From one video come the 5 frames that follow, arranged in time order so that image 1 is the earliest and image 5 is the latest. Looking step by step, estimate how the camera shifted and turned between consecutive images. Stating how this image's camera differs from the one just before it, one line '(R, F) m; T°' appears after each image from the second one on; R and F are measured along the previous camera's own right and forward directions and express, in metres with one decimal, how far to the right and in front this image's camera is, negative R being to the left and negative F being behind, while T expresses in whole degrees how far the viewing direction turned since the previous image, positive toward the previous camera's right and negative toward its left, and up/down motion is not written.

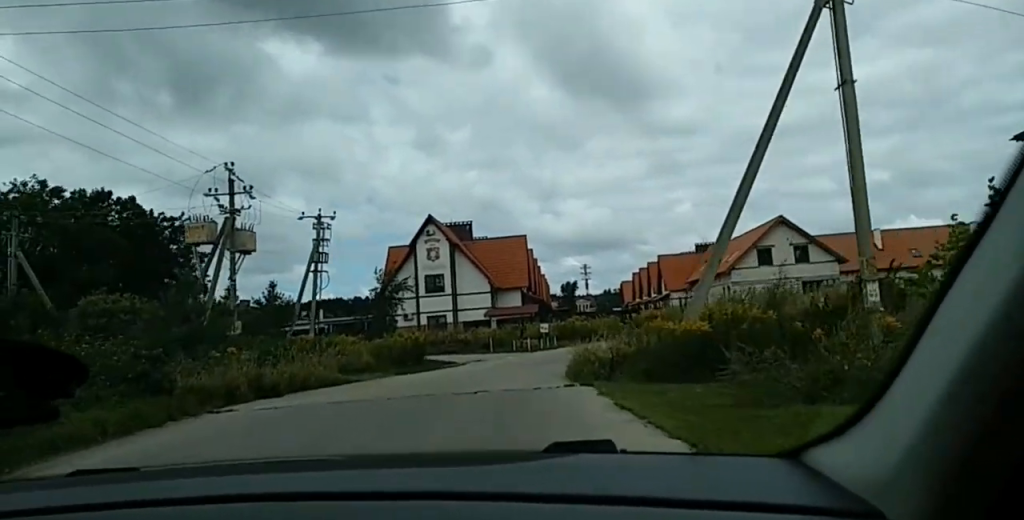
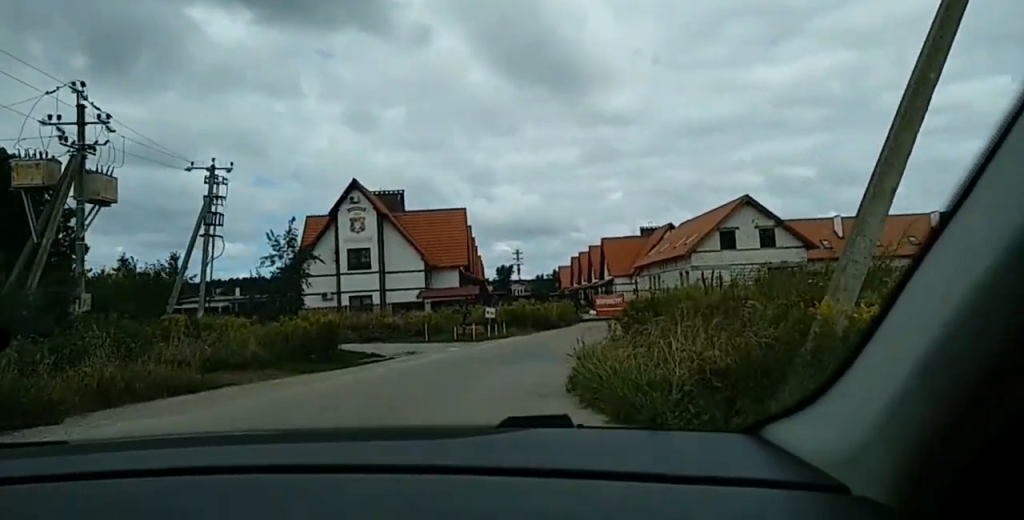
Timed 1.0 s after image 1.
(-0.3, +8.0) m; -1°
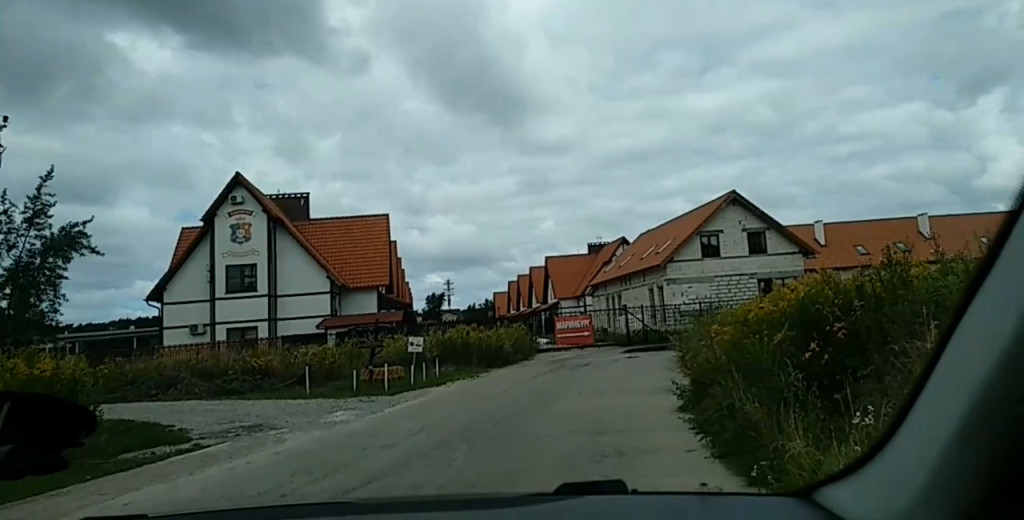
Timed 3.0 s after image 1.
(+0.9, +13.4) m; +9°
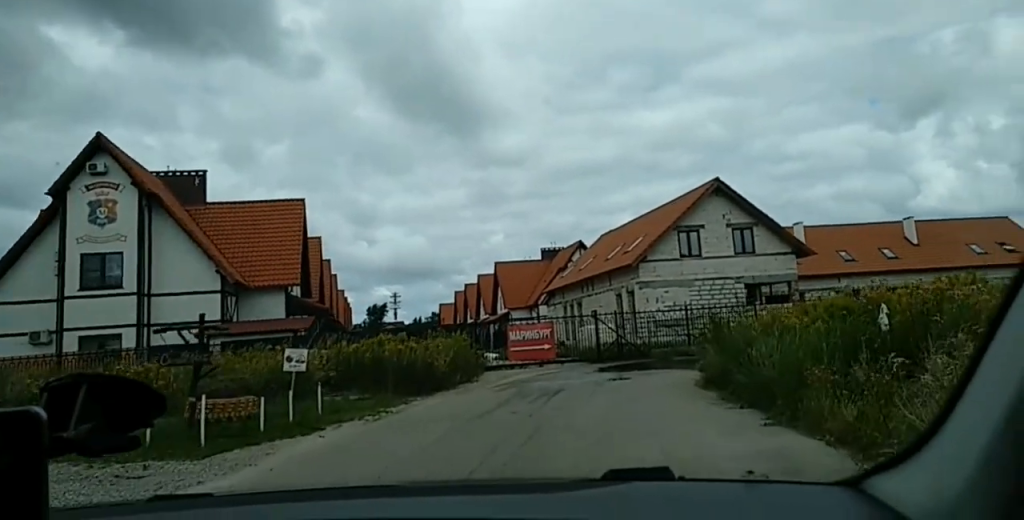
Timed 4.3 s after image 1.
(+0.3, +8.0) m; +7°
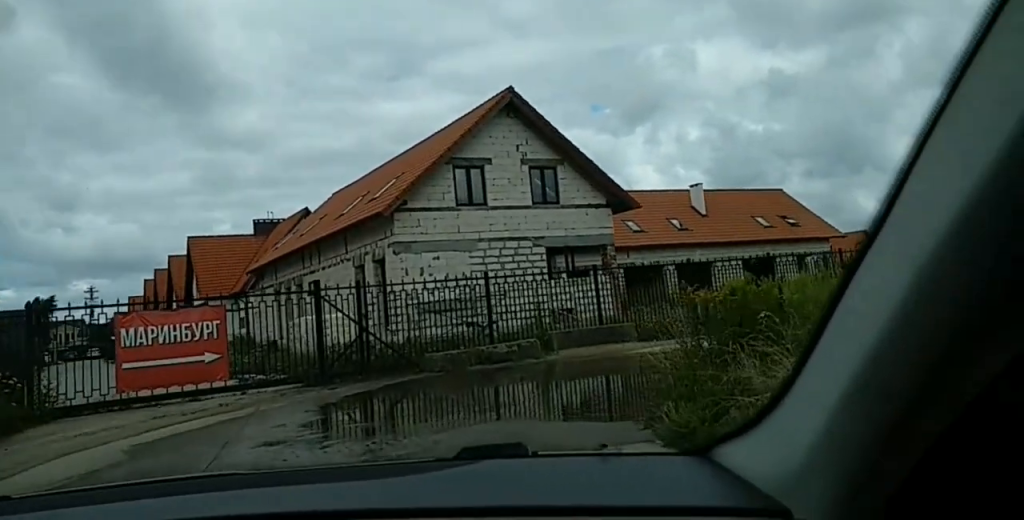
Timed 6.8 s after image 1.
(+2.1, +14.5) m; +12°
